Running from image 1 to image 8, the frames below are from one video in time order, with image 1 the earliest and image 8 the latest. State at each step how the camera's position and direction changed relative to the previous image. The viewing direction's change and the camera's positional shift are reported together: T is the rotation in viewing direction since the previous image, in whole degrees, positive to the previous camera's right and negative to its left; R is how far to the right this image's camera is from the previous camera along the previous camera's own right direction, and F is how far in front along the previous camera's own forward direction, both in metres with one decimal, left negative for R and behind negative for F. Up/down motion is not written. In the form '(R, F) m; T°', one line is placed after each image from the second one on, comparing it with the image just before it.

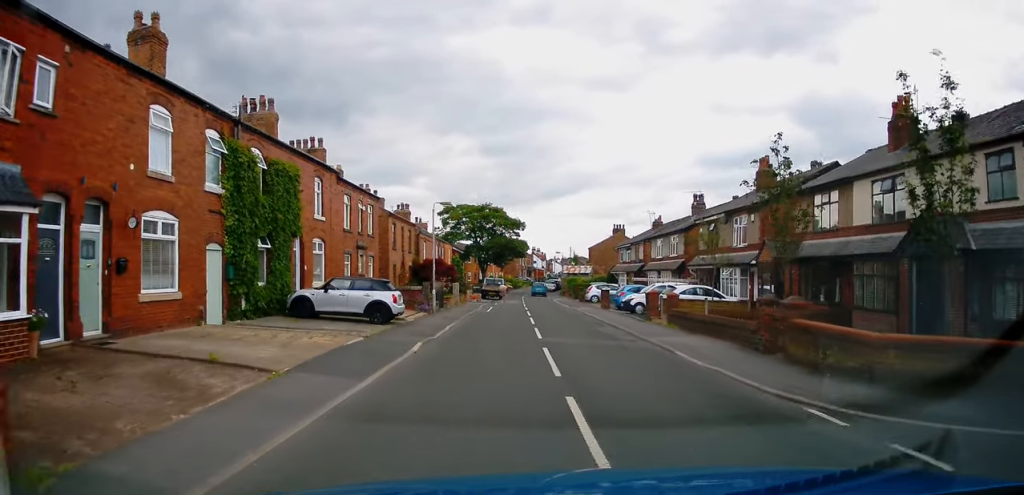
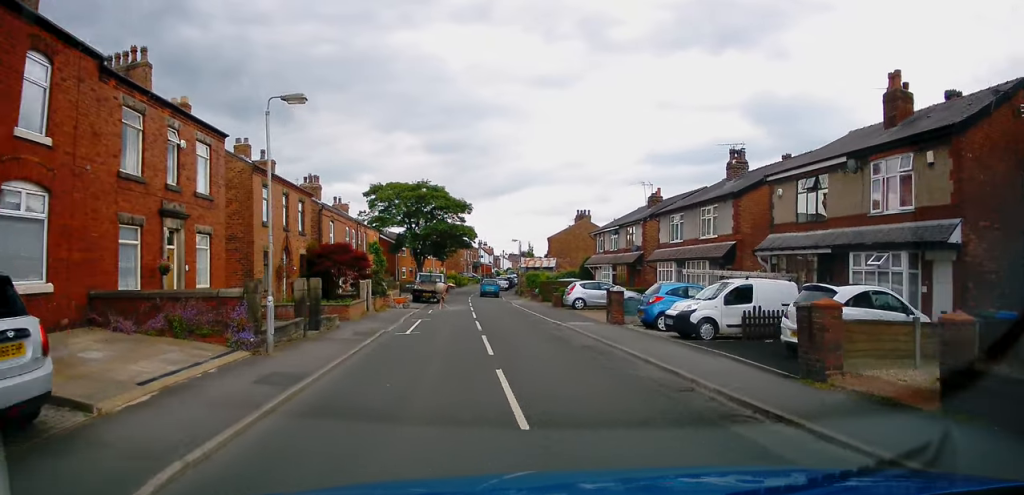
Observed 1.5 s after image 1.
(+0.6, +15.4) m; +4°
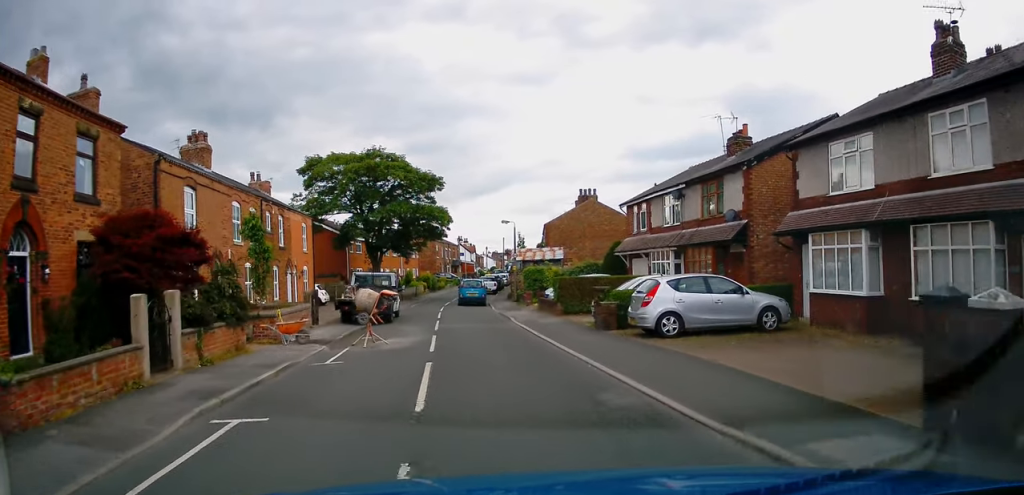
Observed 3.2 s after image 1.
(+0.1, +17.0) m; +1°
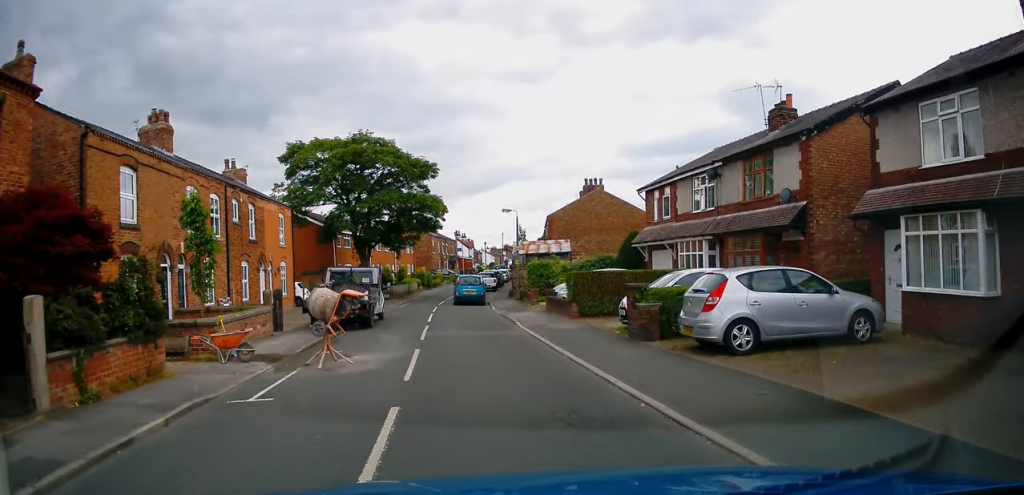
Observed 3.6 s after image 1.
(+0.1, +4.3) m; 0°
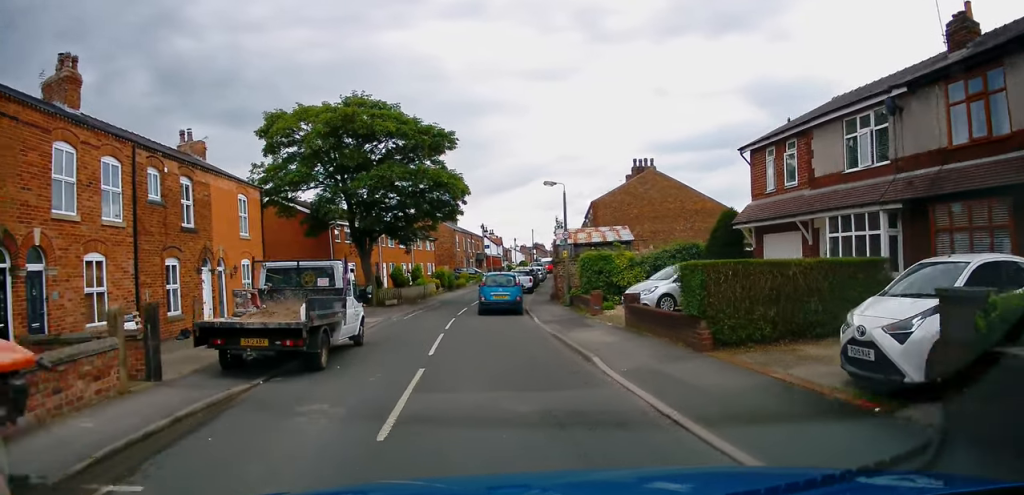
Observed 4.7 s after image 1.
(+0.1, +9.3) m; 0°
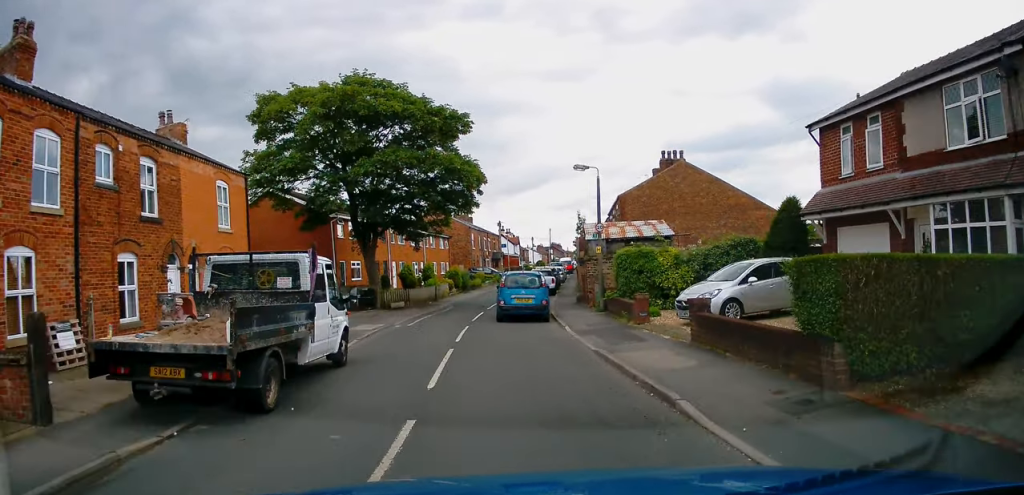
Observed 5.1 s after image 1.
(+0.1, +3.9) m; -1°
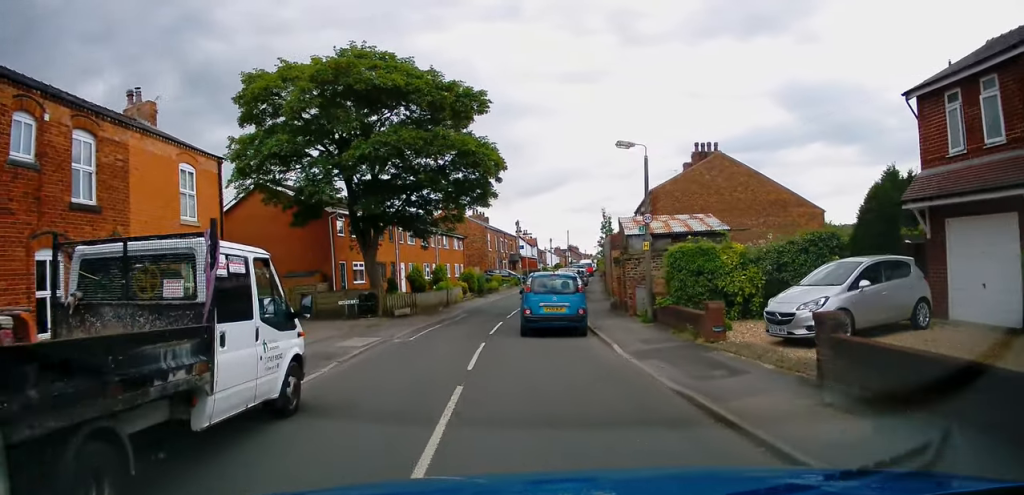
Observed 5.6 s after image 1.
(-0.1, +3.9) m; -3°
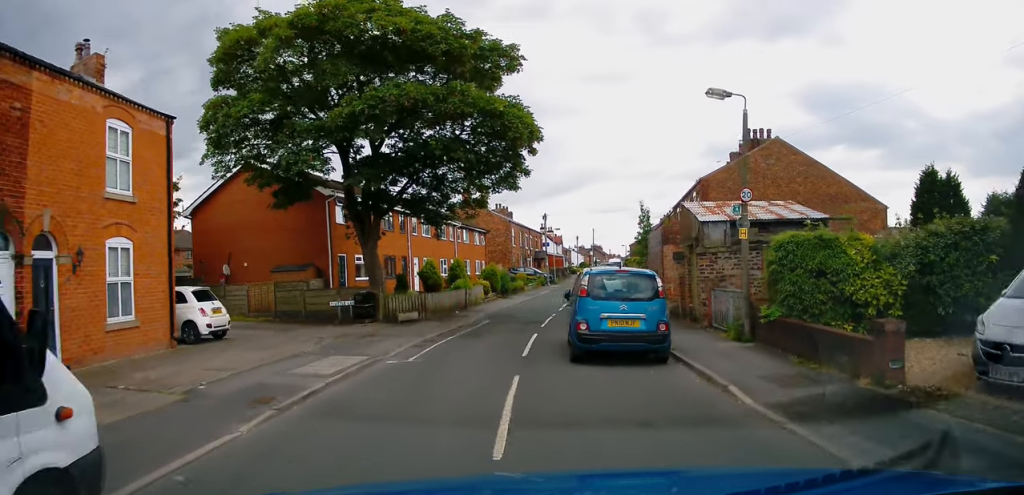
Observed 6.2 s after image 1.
(-0.1, +5.2) m; -3°
